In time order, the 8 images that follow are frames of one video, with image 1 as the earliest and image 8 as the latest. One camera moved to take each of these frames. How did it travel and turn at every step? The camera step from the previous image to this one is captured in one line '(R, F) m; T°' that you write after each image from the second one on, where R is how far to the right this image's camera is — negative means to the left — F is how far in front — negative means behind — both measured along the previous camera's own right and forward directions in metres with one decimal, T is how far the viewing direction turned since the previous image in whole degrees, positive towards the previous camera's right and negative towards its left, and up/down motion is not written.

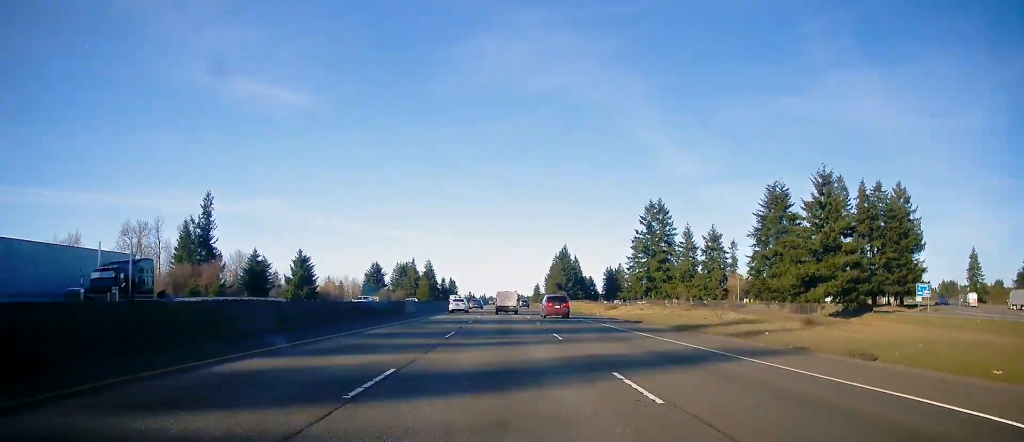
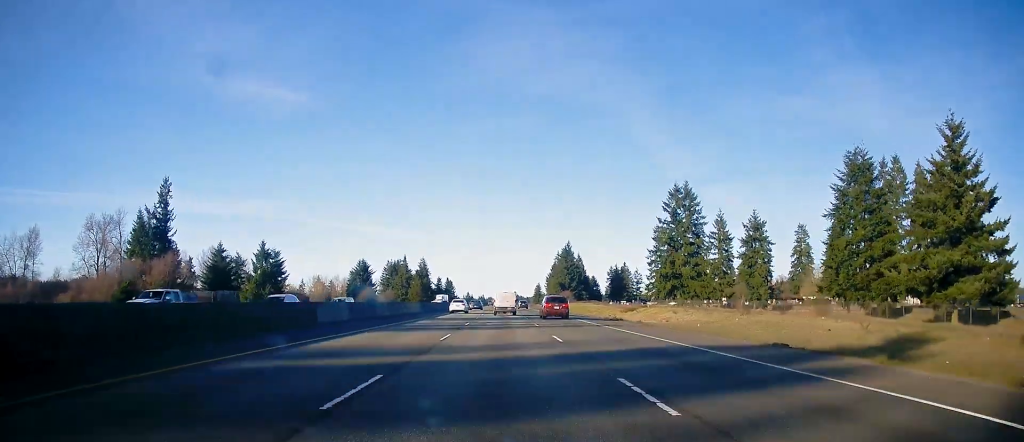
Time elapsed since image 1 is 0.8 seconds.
(0.0, +25.2) m; 0°
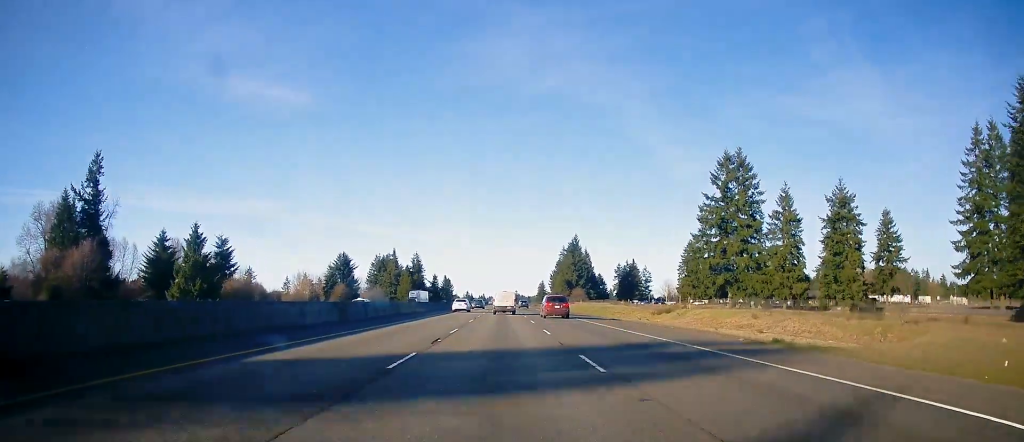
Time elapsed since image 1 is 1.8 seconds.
(-0.2, +32.4) m; 0°
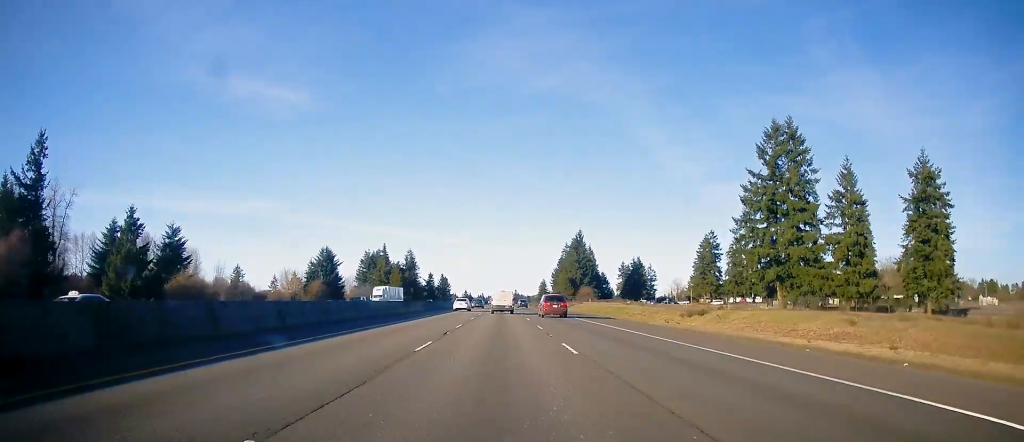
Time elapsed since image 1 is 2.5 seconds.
(-0.2, +20.8) m; 0°
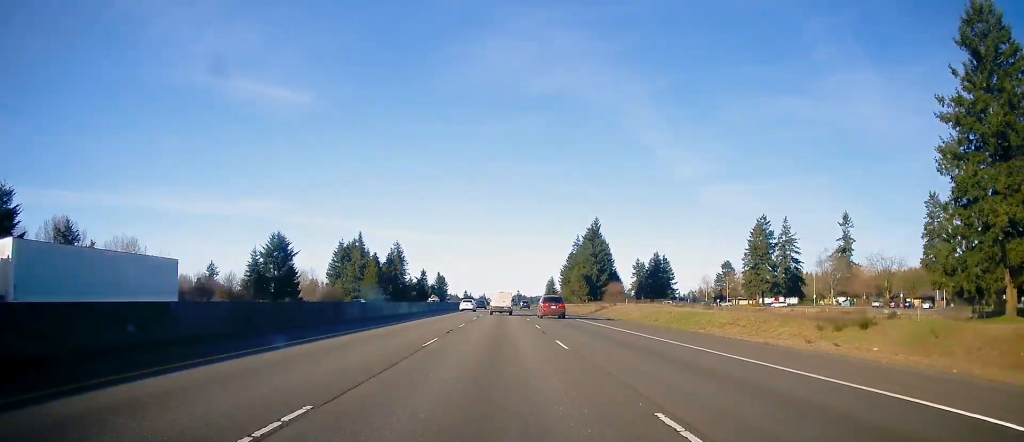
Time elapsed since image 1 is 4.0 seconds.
(+0.2, +46.4) m; 0°
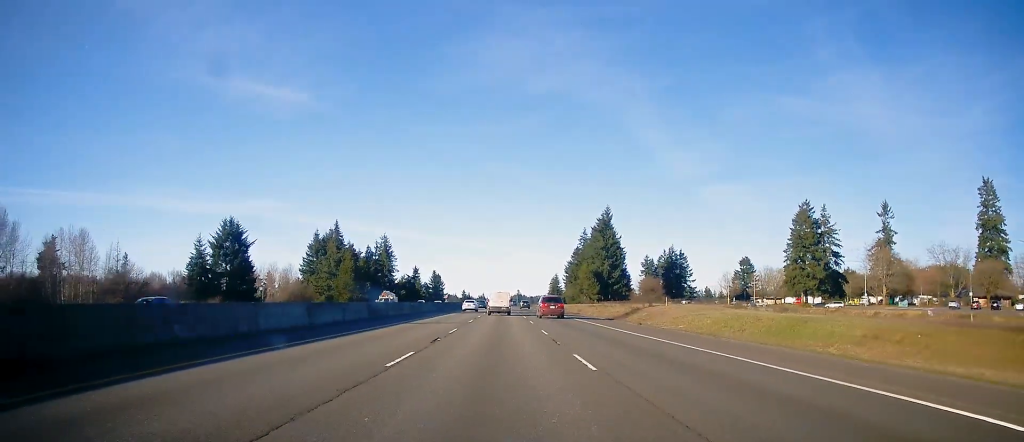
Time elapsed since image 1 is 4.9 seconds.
(-0.1, +28.9) m; 0°
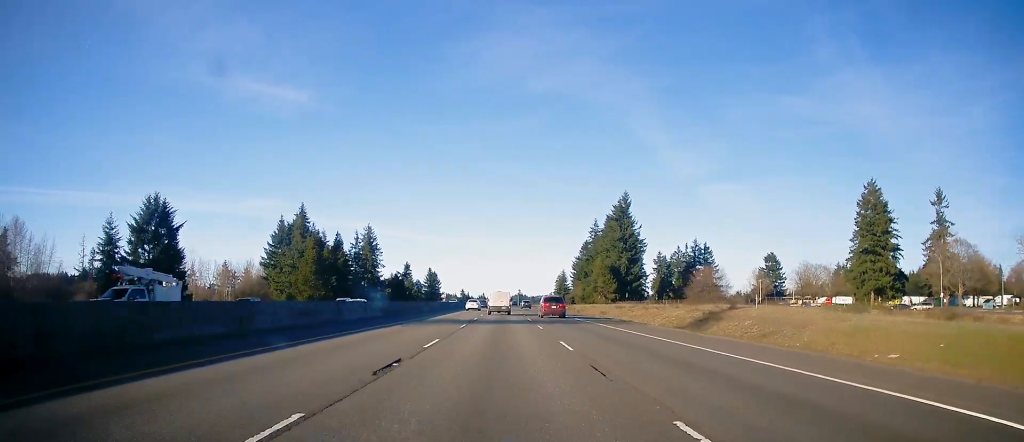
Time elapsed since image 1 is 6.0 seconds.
(0.0, +32.1) m; 0°
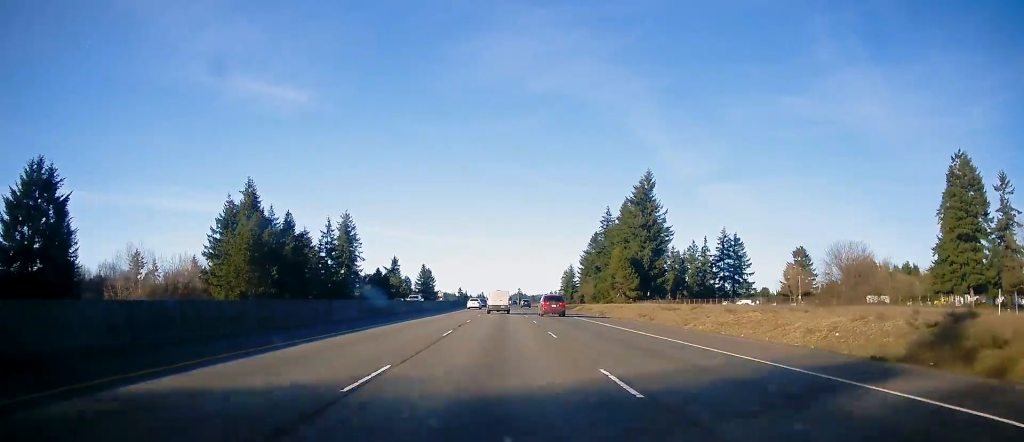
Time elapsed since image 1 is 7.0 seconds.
(+0.2, +32.9) m; 0°
